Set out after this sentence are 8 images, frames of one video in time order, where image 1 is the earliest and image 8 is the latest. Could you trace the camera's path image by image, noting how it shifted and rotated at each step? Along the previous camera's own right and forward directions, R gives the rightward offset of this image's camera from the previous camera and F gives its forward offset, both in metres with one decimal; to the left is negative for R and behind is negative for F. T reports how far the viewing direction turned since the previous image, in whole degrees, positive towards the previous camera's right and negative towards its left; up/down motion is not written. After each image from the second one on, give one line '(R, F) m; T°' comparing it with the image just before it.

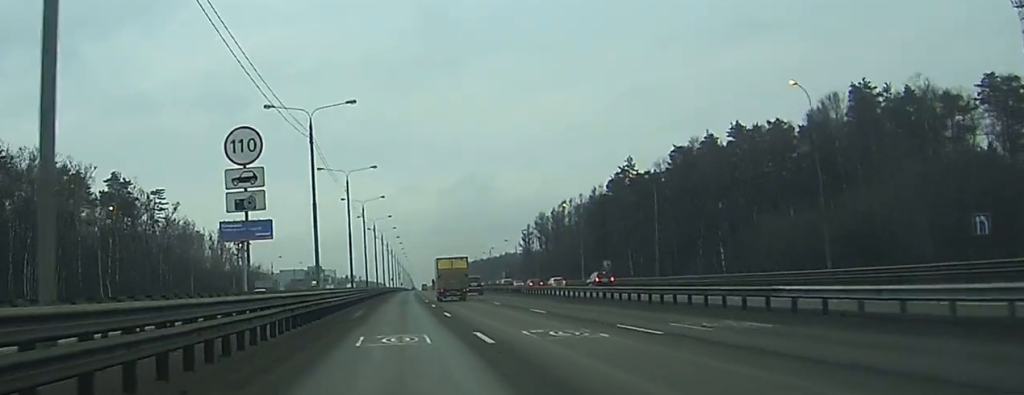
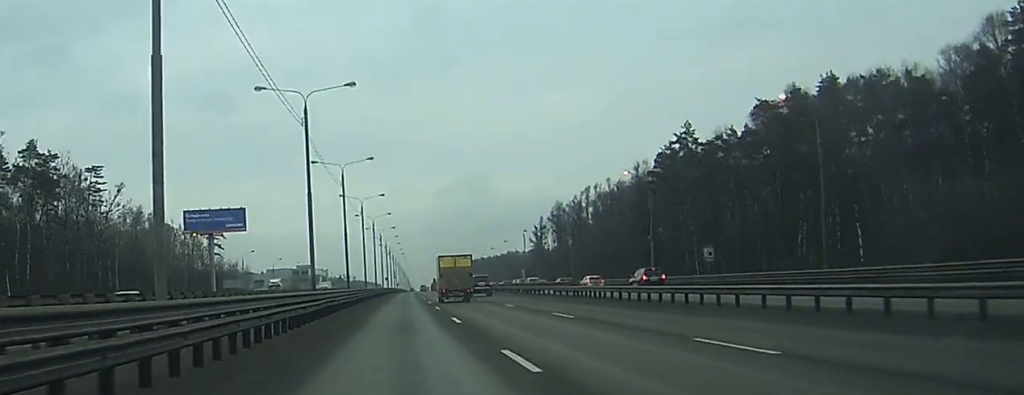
(+0.1, +38.3) m; 0°
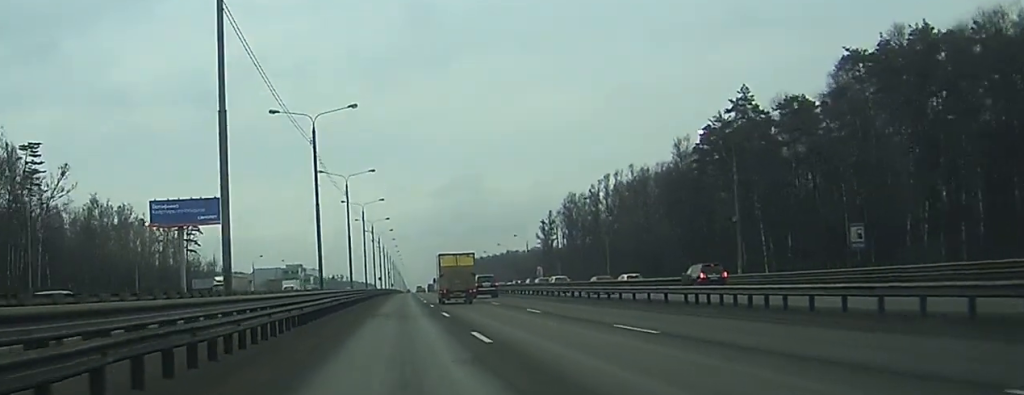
(+0.1, +25.8) m; 0°
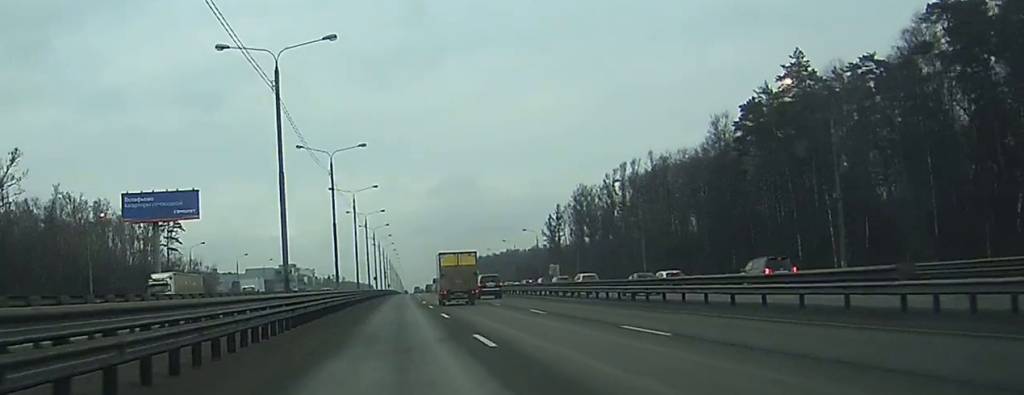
(0.0, +16.9) m; 0°
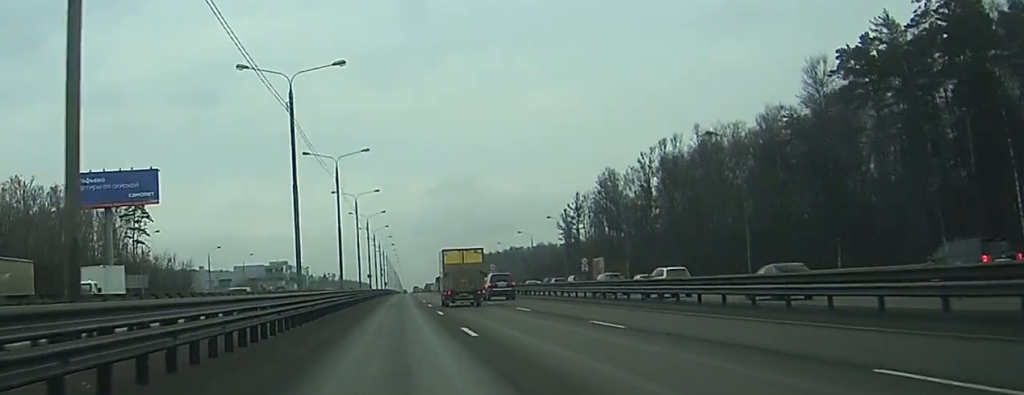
(0.0, +28.8) m; 0°
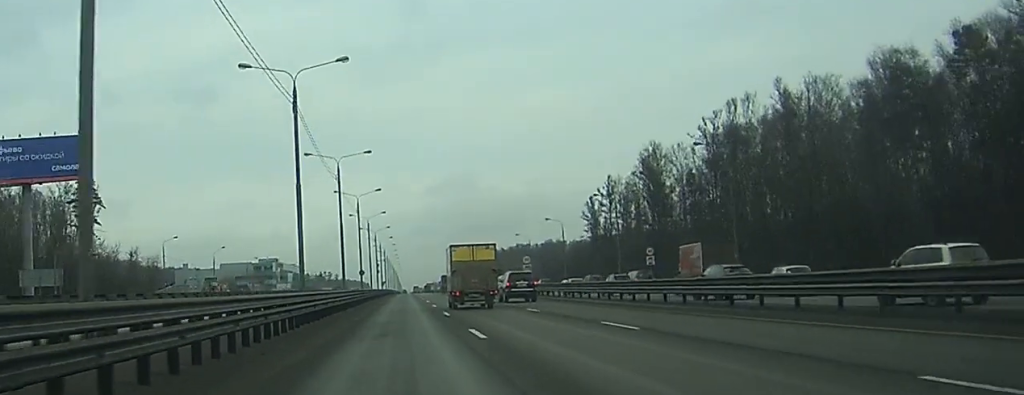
(0.0, +32.6) m; 0°
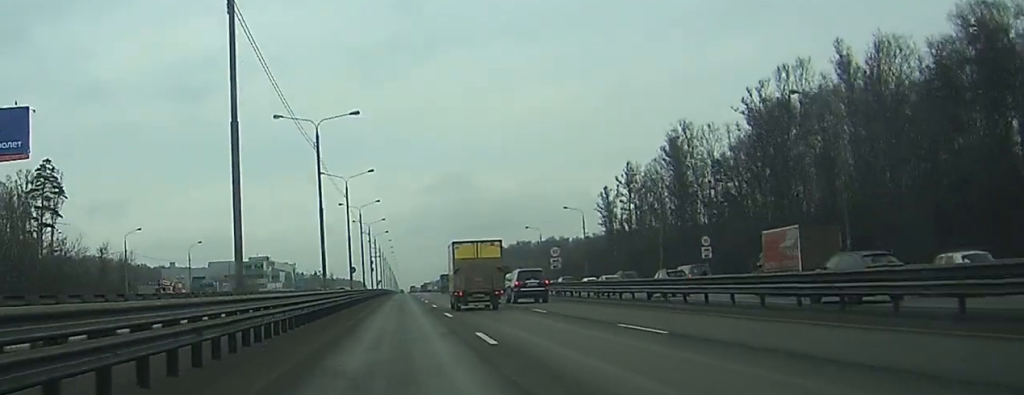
(+0.1, +17.6) m; 0°
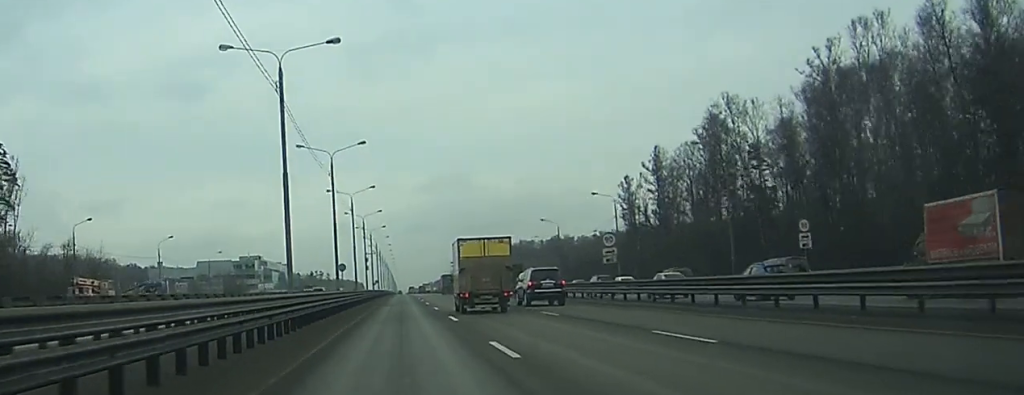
(0.0, +18.2) m; 0°
